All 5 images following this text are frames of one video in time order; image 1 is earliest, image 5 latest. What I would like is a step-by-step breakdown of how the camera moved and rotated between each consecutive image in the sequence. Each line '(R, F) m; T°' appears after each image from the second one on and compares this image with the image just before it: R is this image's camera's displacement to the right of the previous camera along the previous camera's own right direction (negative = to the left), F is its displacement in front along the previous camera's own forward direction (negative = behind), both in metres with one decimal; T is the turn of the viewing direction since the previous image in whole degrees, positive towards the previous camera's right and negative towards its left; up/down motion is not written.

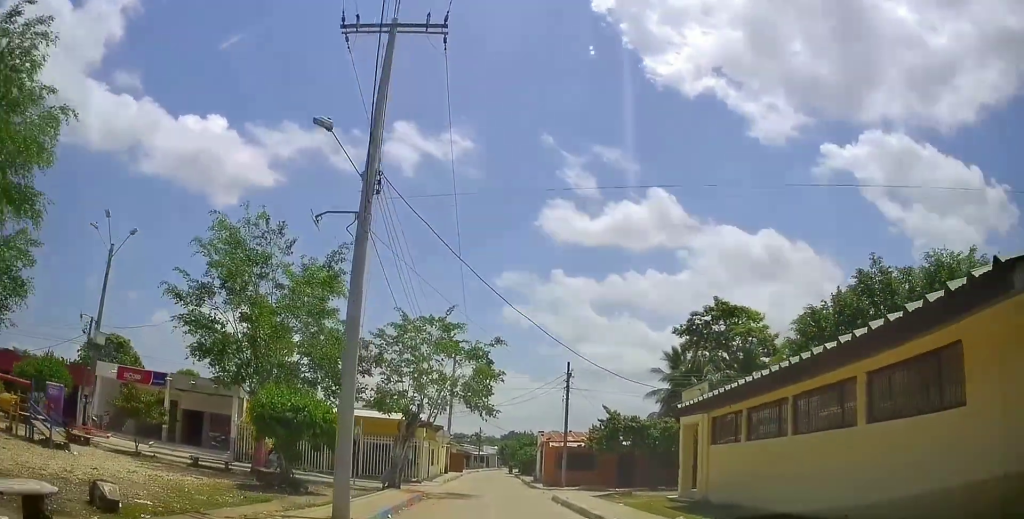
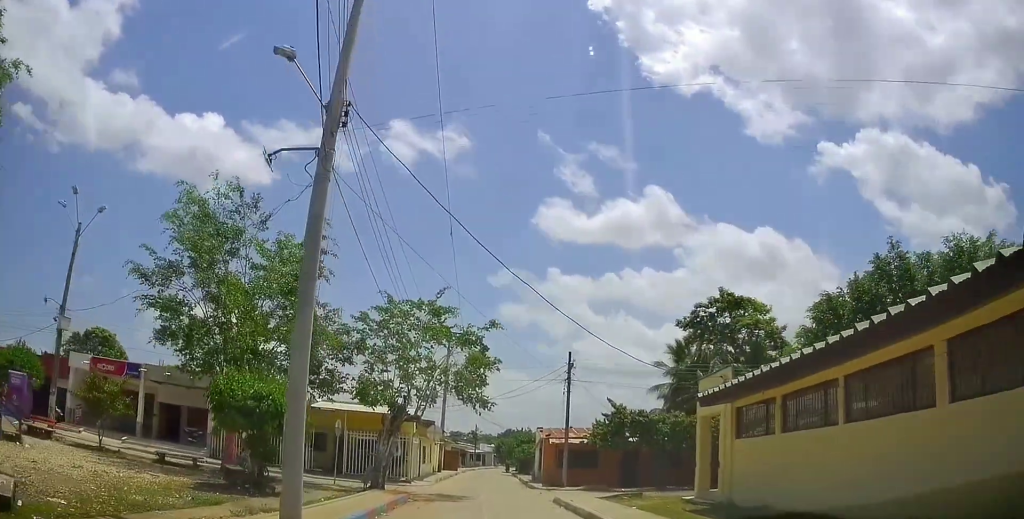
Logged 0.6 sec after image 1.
(-0.1, +2.1) m; 0°
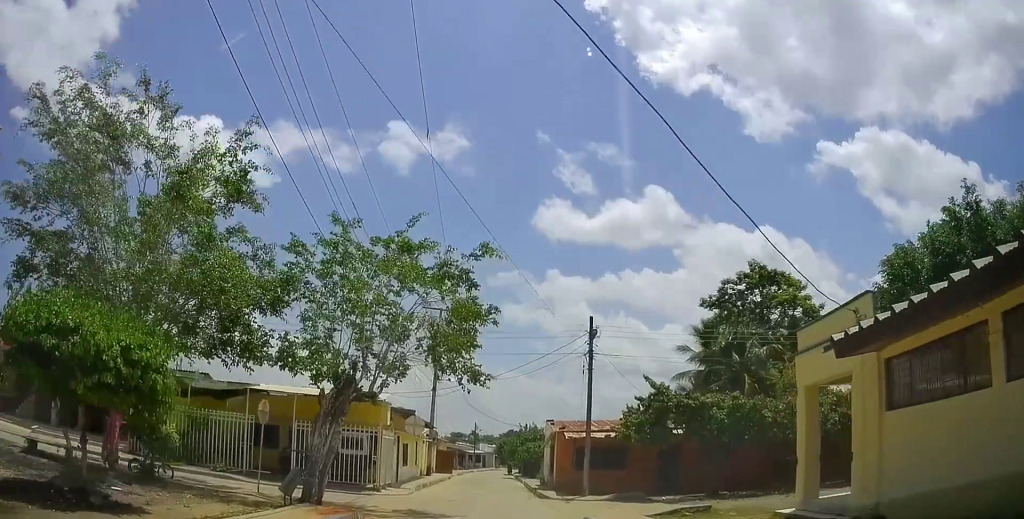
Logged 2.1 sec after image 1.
(+0.2, +6.3) m; -3°
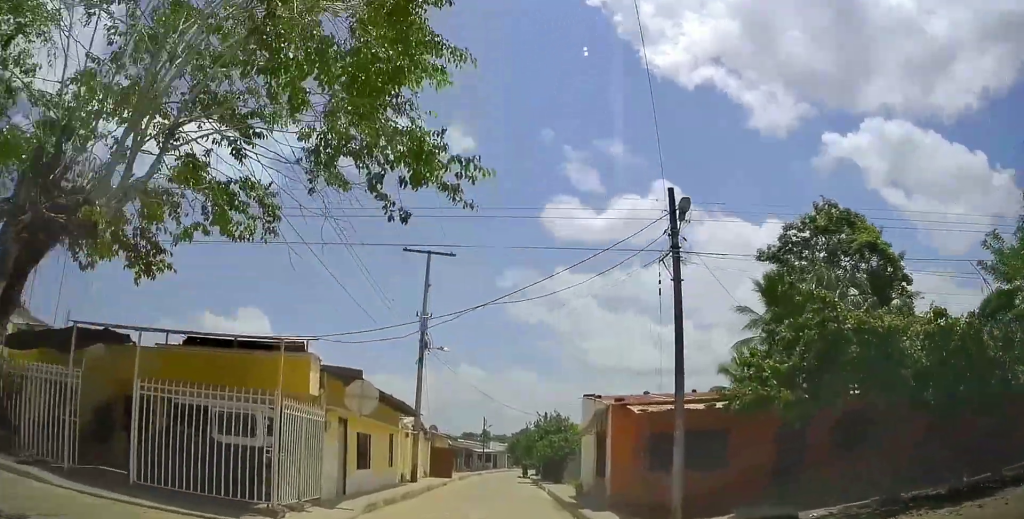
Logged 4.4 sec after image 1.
(+1.1, +9.8) m; +11°
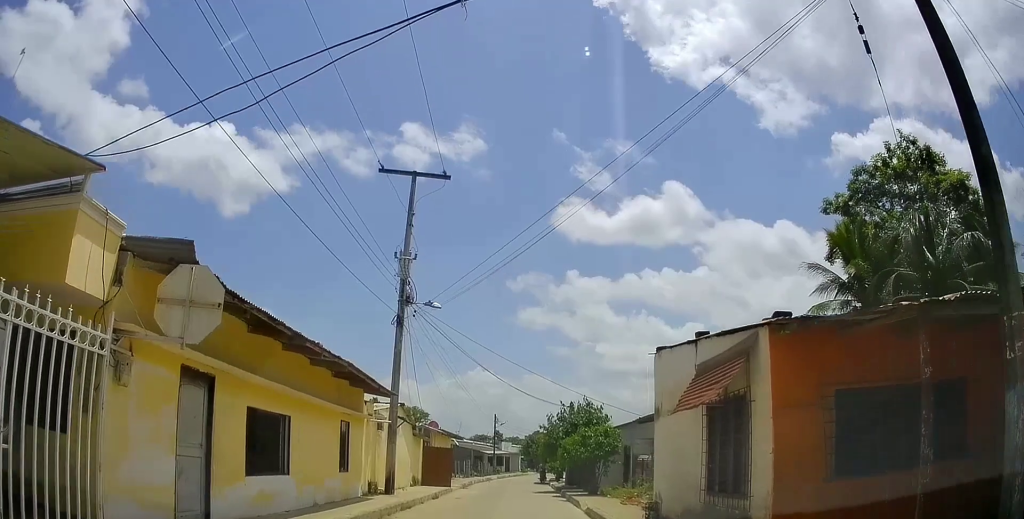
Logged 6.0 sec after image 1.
(-0.6, +7.6) m; -5°
